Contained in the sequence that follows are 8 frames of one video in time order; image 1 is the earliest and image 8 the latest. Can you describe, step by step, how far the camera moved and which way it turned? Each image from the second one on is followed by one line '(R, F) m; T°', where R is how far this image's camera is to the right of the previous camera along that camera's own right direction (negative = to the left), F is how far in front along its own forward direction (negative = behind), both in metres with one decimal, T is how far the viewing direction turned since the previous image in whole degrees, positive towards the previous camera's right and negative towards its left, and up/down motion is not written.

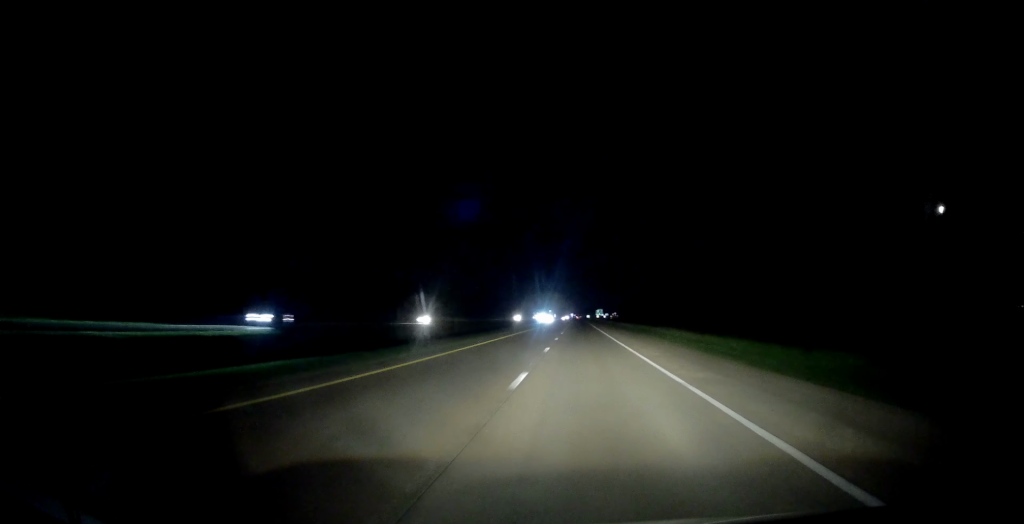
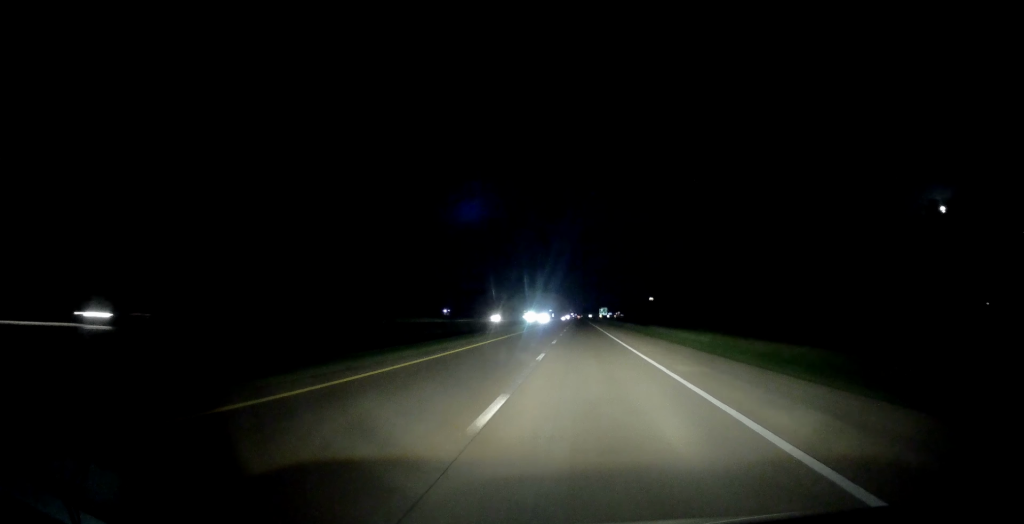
(0.0, +41.0) m; 0°
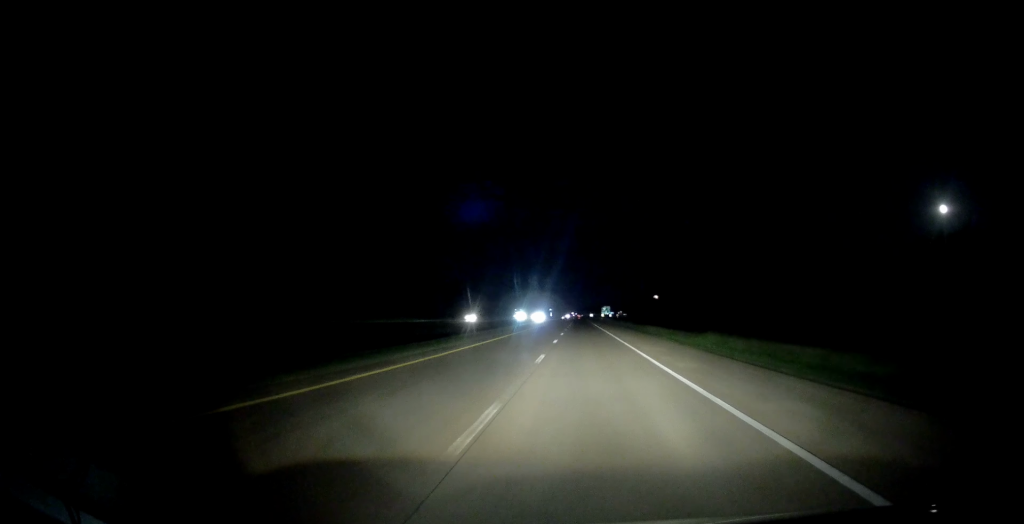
(0.0, +25.1) m; 0°
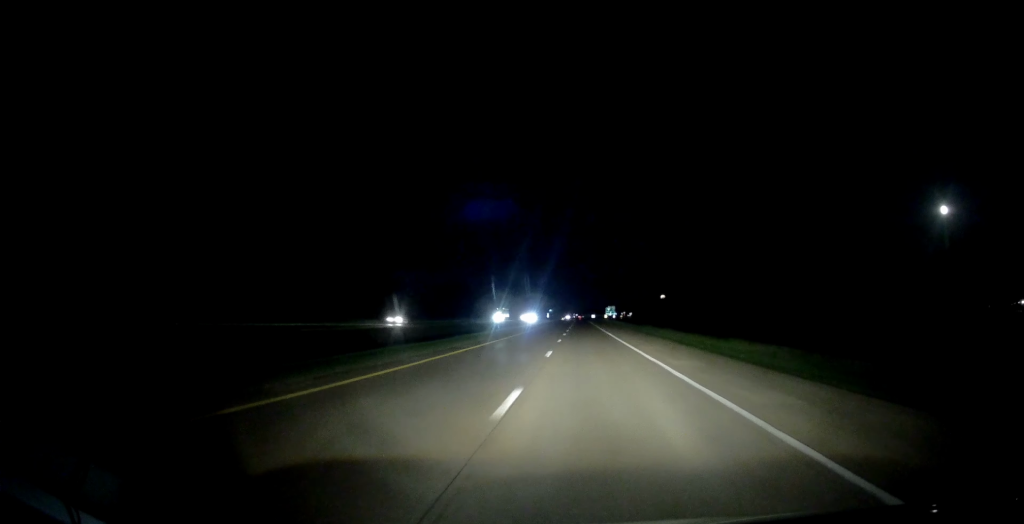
(+0.1, +35.5) m; 0°
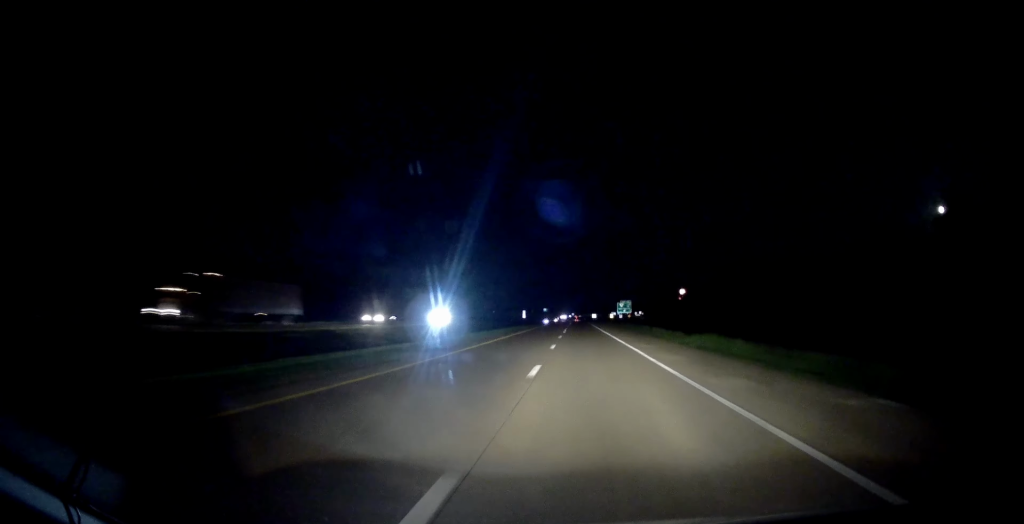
(-0.6, +92.5) m; 0°
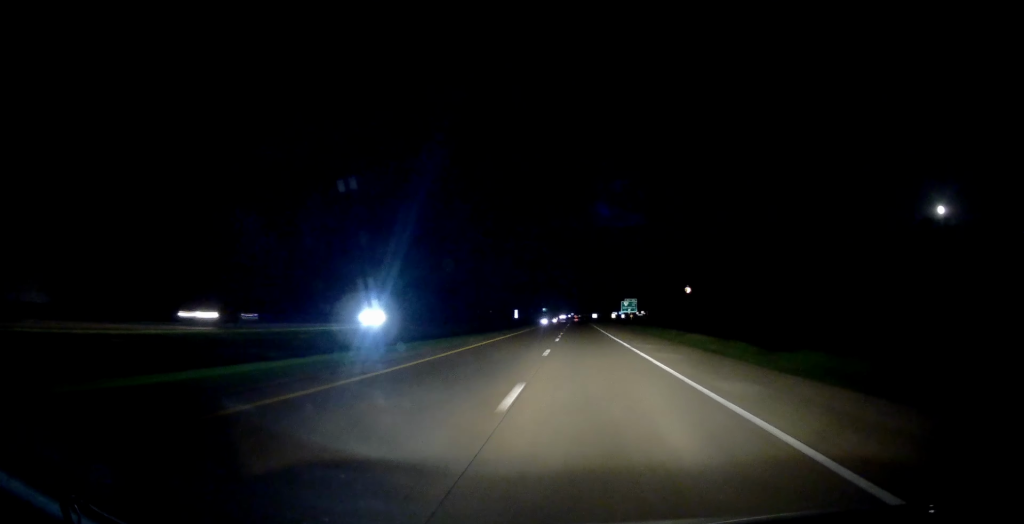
(+0.1, +17.1) m; 0°
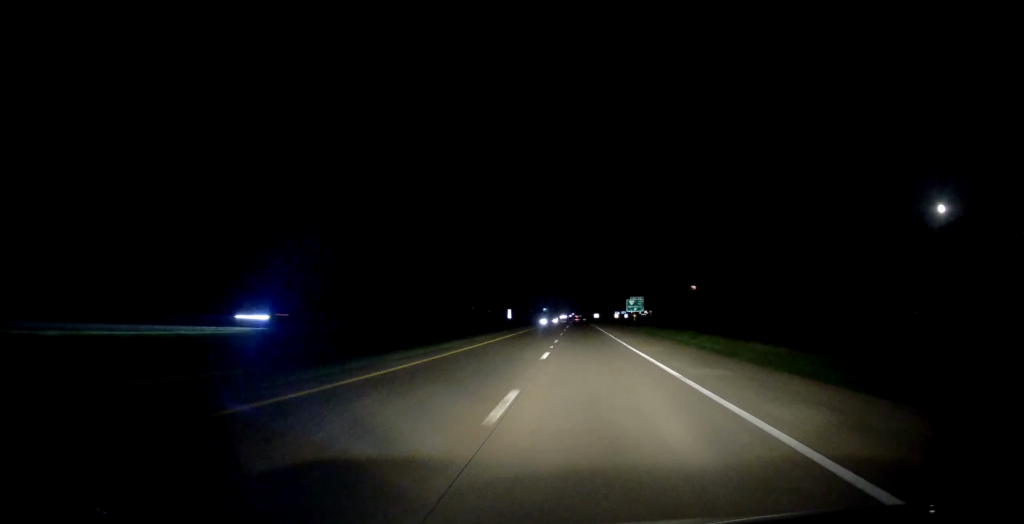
(+0.1, +13.7) m; 0°
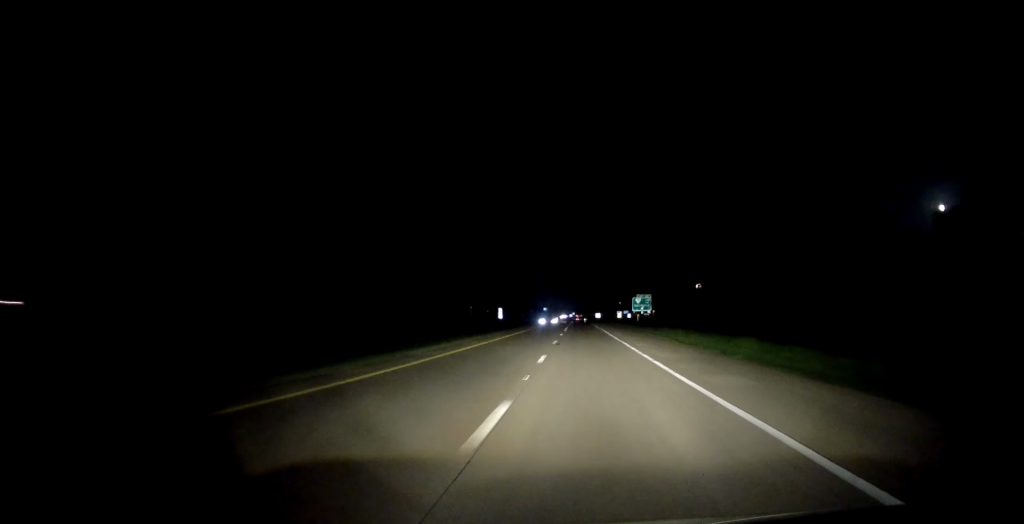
(0.0, +13.7) m; 0°
